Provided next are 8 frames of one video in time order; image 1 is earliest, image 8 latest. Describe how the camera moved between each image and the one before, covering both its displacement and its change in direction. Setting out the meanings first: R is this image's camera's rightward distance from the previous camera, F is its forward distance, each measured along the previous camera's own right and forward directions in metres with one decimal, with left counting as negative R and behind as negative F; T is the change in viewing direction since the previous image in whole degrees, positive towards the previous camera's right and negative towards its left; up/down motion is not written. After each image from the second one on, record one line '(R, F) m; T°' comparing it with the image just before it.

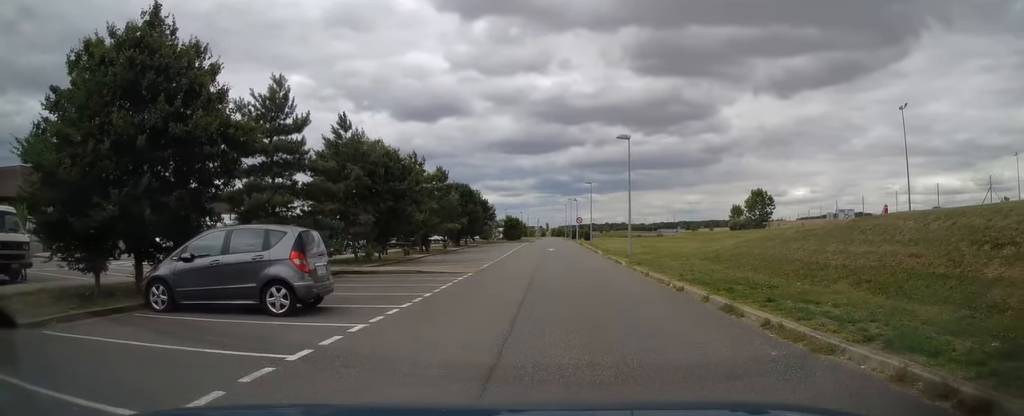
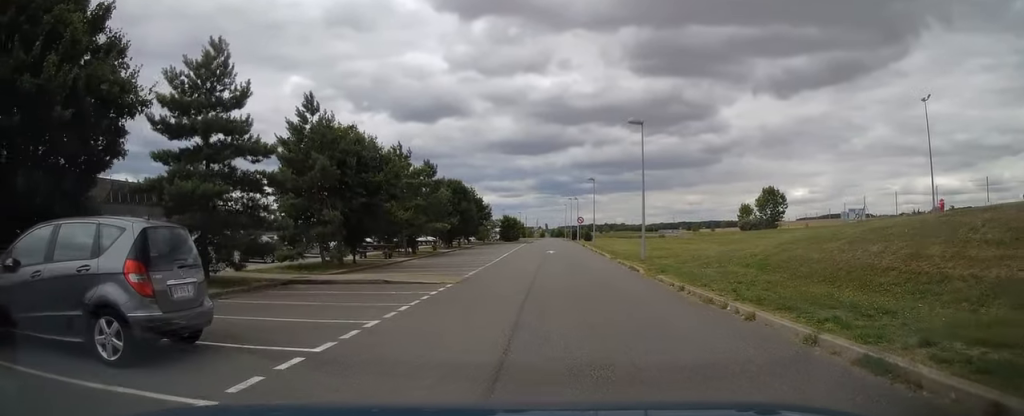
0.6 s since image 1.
(0.0, +4.7) m; 0°
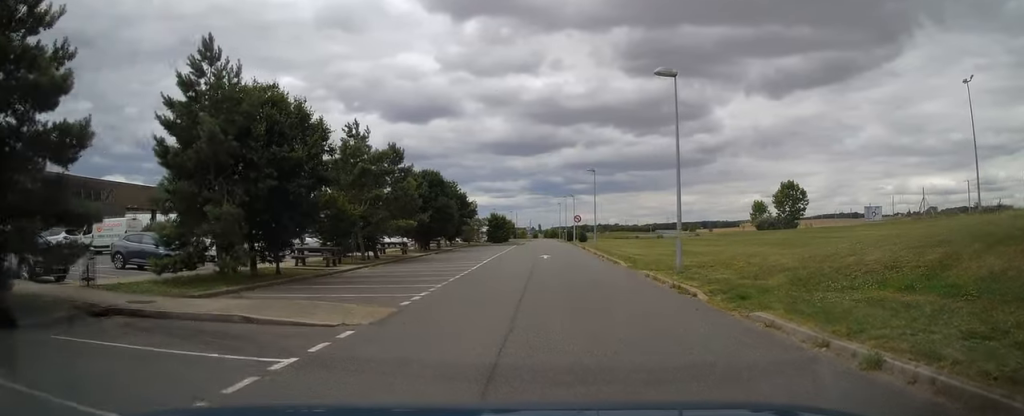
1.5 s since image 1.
(0.0, +8.7) m; -1°
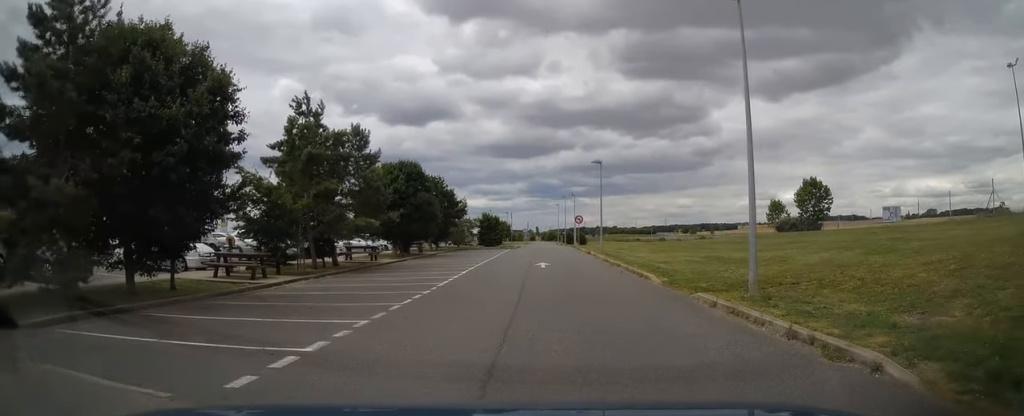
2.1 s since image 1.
(-0.1, +6.8) m; 0°
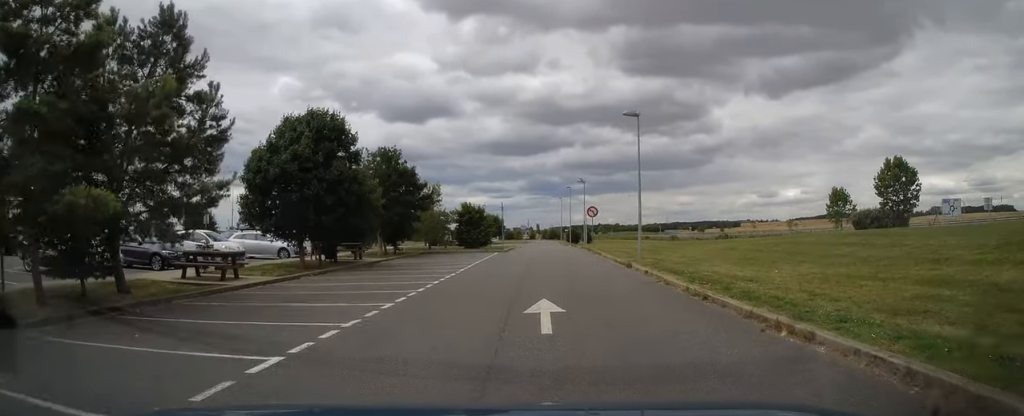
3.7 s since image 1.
(+0.4, +16.1) m; +2°
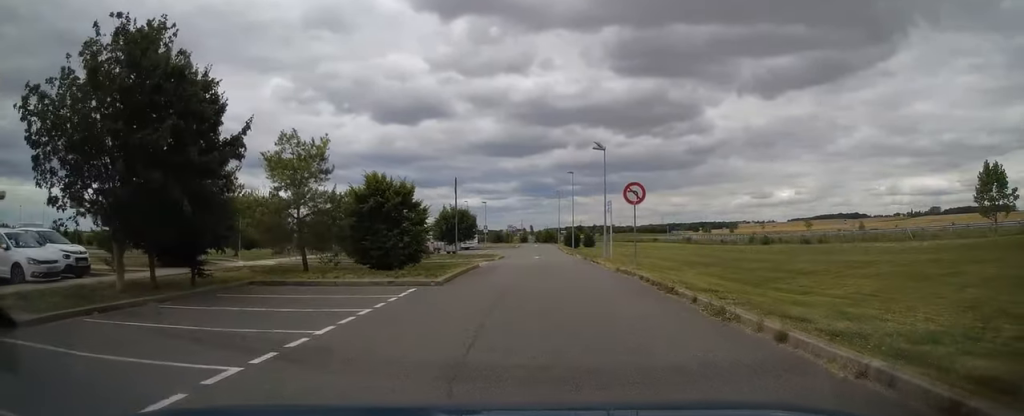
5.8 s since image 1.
(-0.7, +23.3) m; -1°
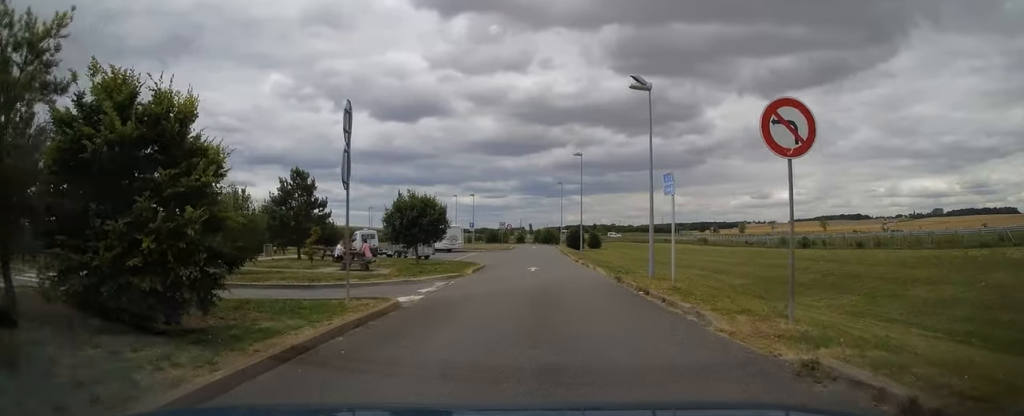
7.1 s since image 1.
(+0.4, +14.3) m; +2°
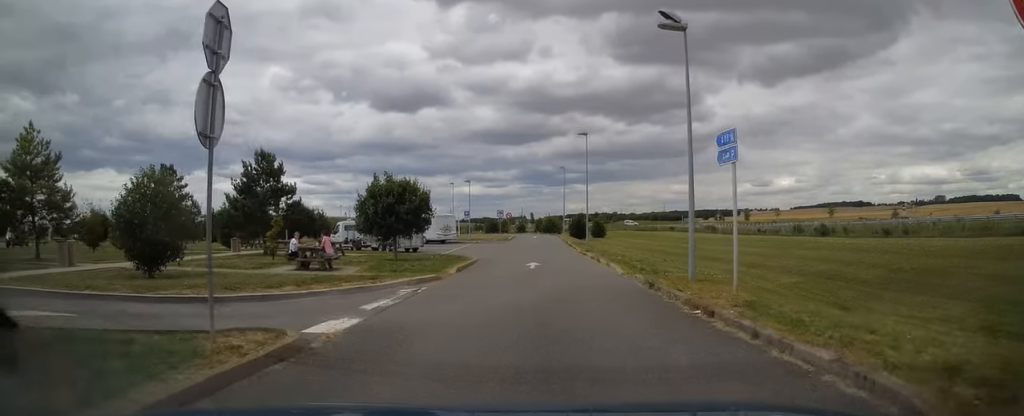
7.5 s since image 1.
(0.0, +5.0) m; 0°
